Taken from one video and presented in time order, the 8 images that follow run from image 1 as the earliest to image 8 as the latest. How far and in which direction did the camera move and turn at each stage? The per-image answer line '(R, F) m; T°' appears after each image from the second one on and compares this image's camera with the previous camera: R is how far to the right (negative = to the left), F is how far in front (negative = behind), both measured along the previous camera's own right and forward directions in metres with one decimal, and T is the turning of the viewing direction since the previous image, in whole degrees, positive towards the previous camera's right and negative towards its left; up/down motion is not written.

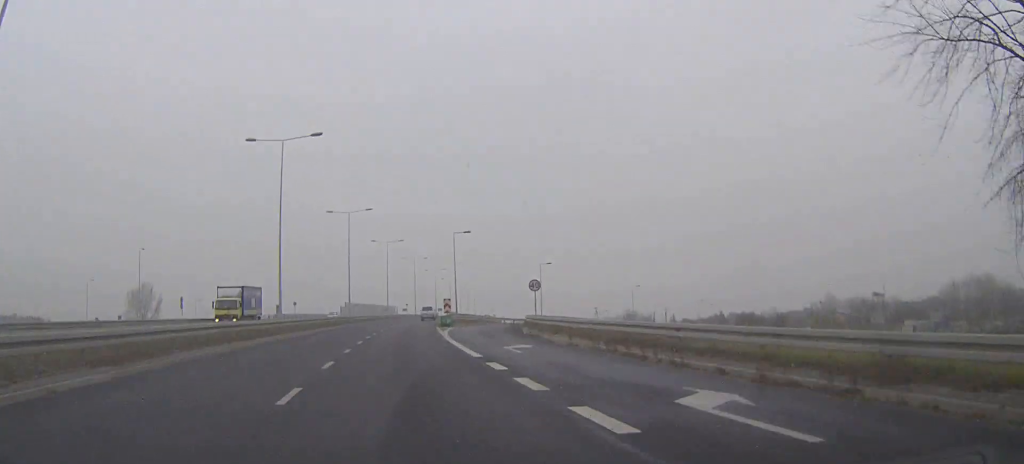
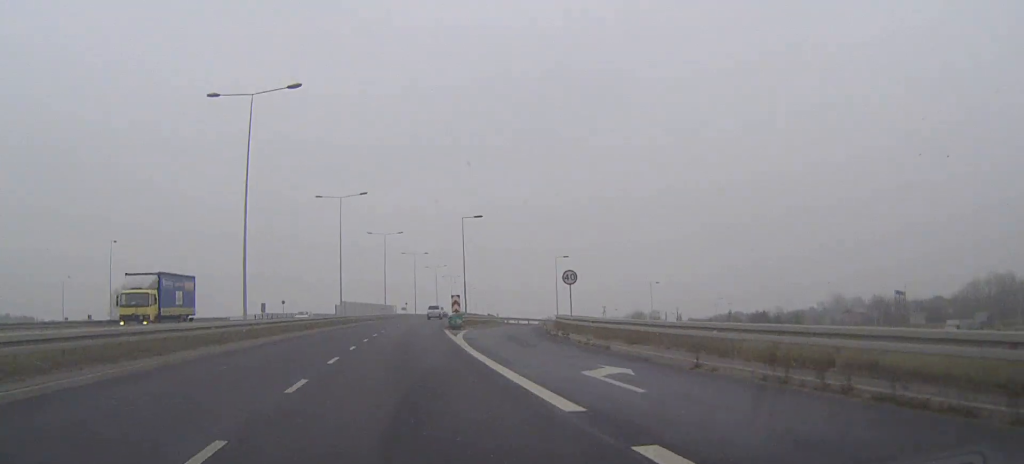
(0.0, +10.7) m; 0°
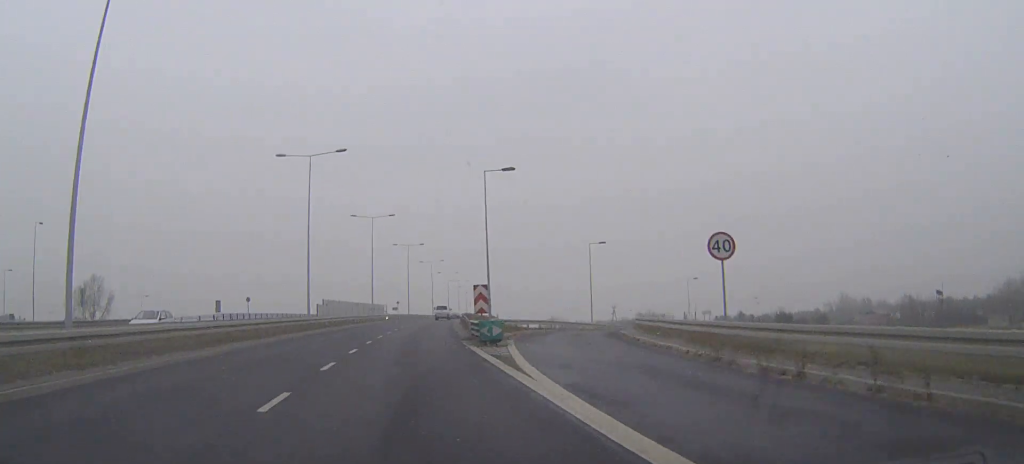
(+0.1, +20.4) m; +1°
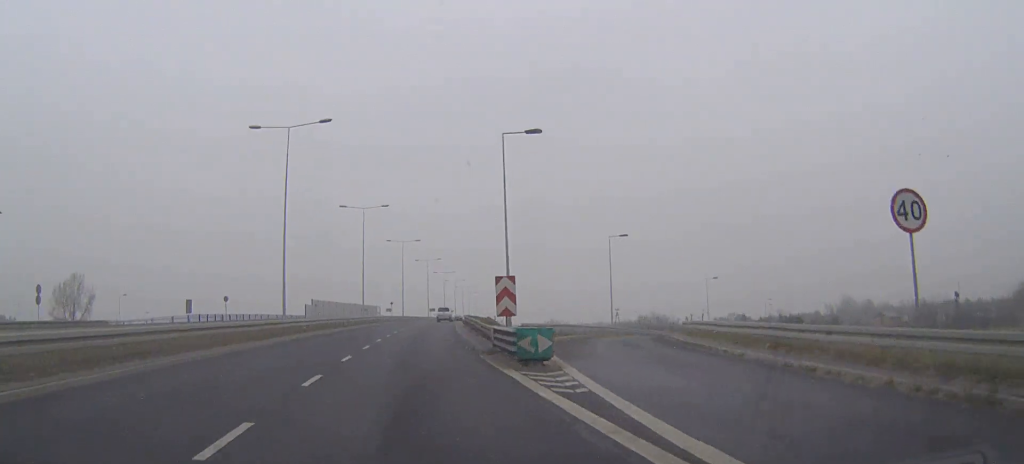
(0.0, +8.3) m; 0°
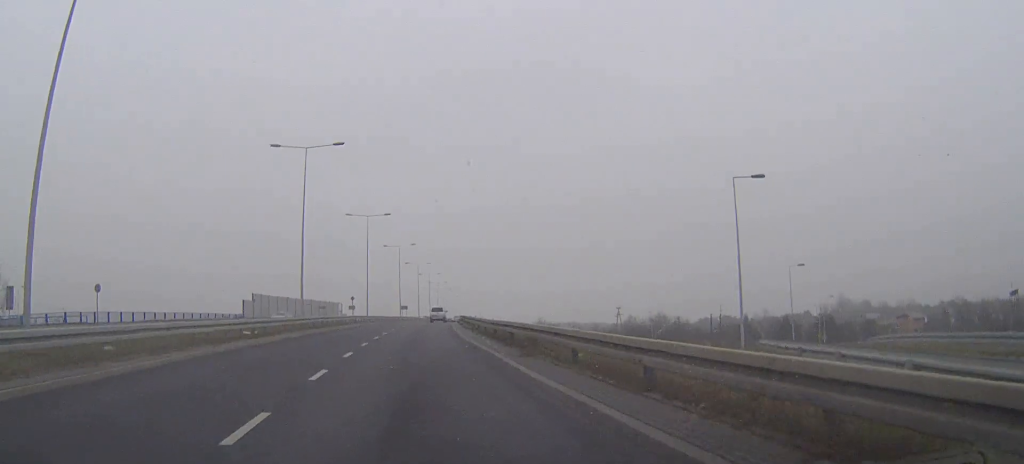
(+0.4, +30.0) m; +2°
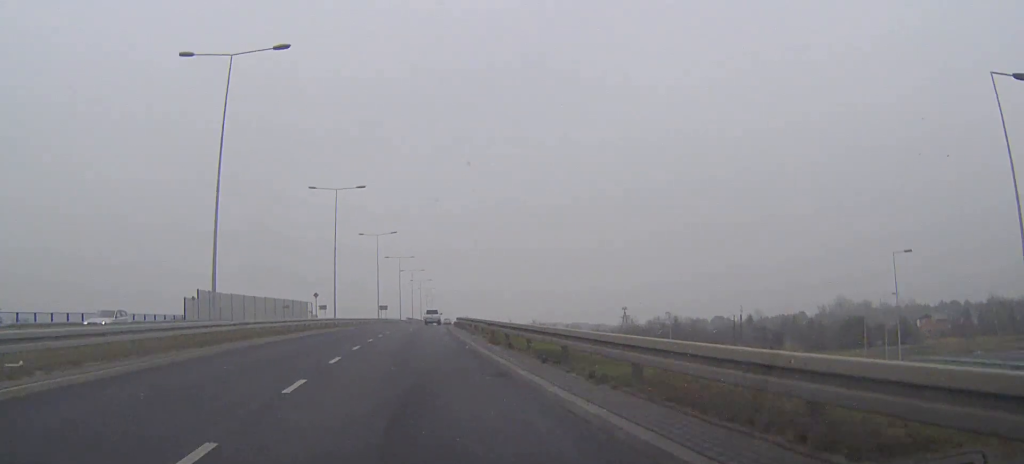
(+0.3, +19.4) m; +2°
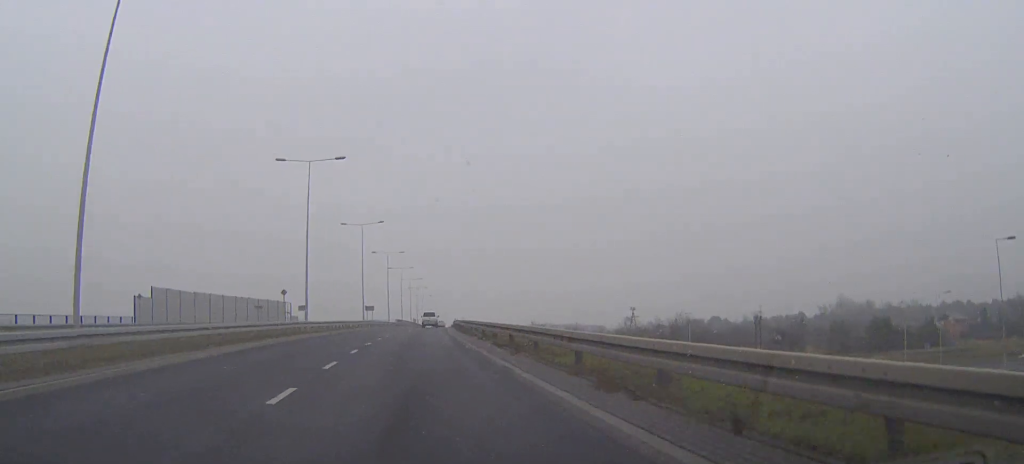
(+0.1, +13.4) m; +1°
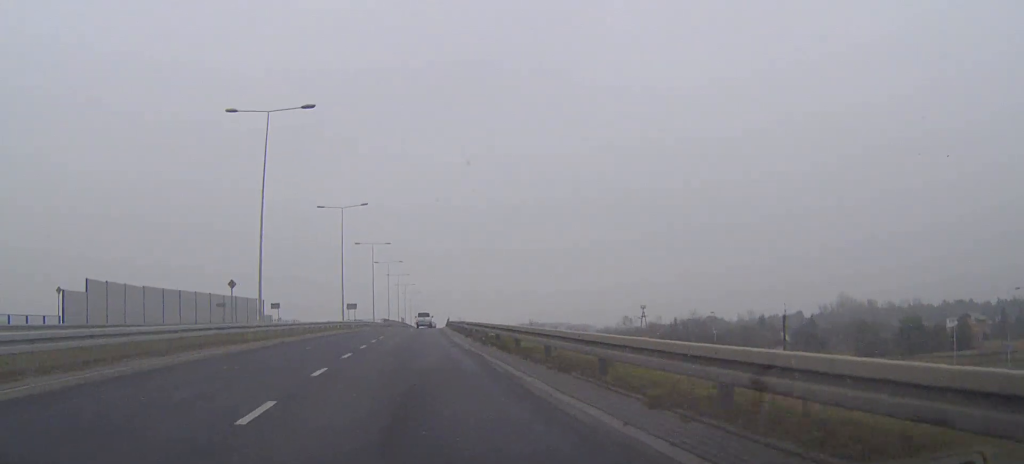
(+0.1, +13.4) m; +1°
